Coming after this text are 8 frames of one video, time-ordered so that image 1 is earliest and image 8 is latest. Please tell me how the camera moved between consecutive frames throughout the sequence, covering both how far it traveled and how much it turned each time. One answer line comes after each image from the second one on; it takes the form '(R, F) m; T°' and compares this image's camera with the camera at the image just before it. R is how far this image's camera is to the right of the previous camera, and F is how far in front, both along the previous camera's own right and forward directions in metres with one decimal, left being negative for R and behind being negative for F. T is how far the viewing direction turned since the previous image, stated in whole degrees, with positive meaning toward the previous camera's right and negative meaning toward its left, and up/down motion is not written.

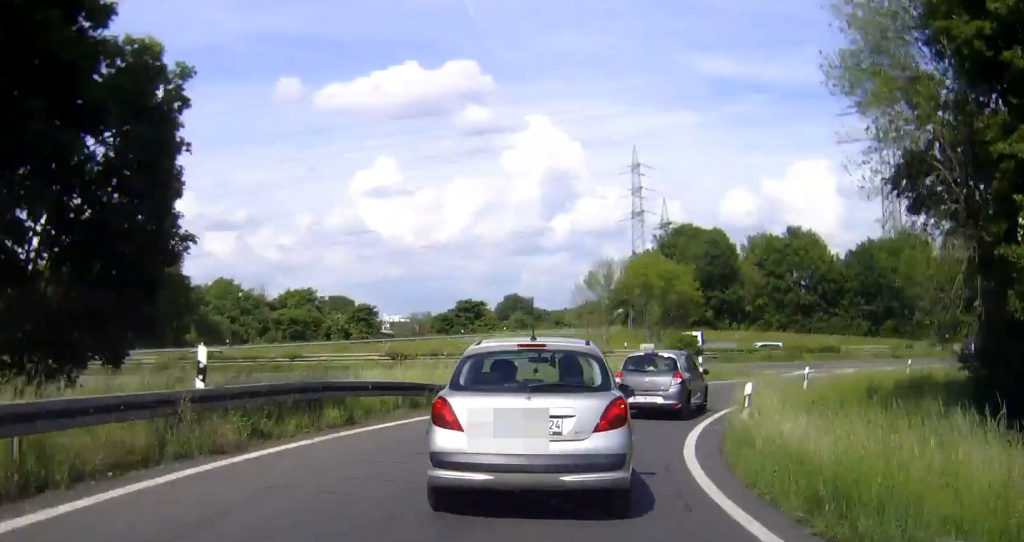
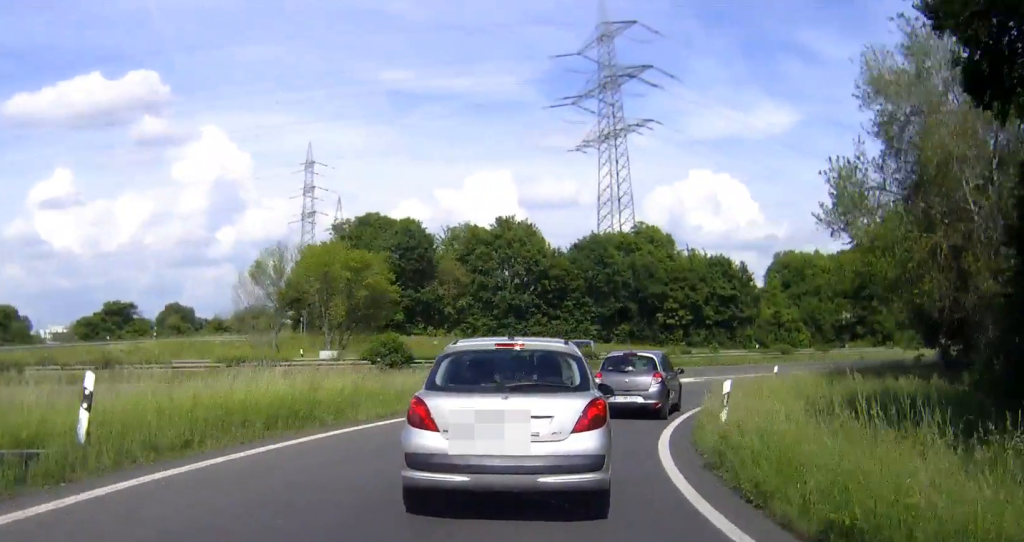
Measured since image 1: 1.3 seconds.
(+2.3, +14.8) m; +21°
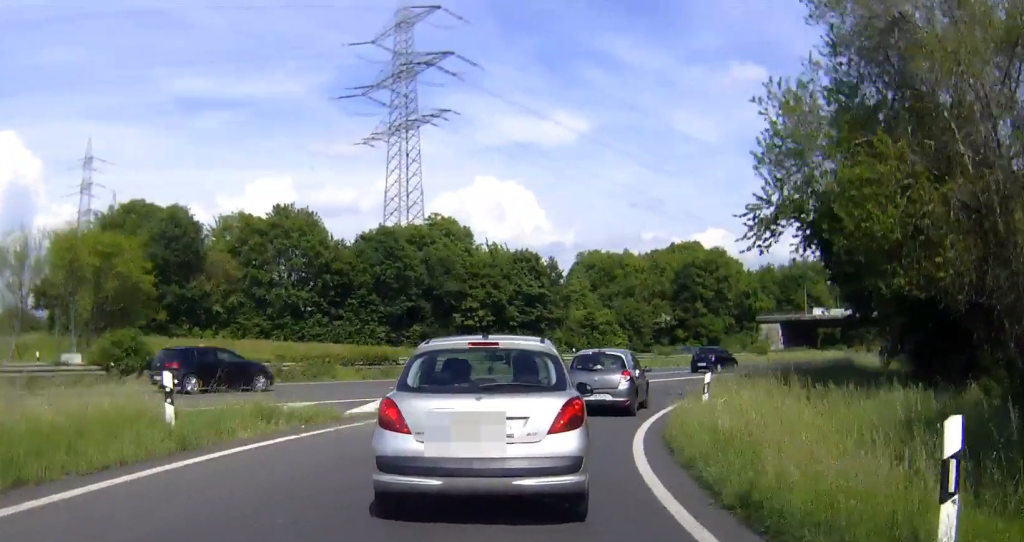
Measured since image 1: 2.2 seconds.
(+1.6, +10.6) m; +13°
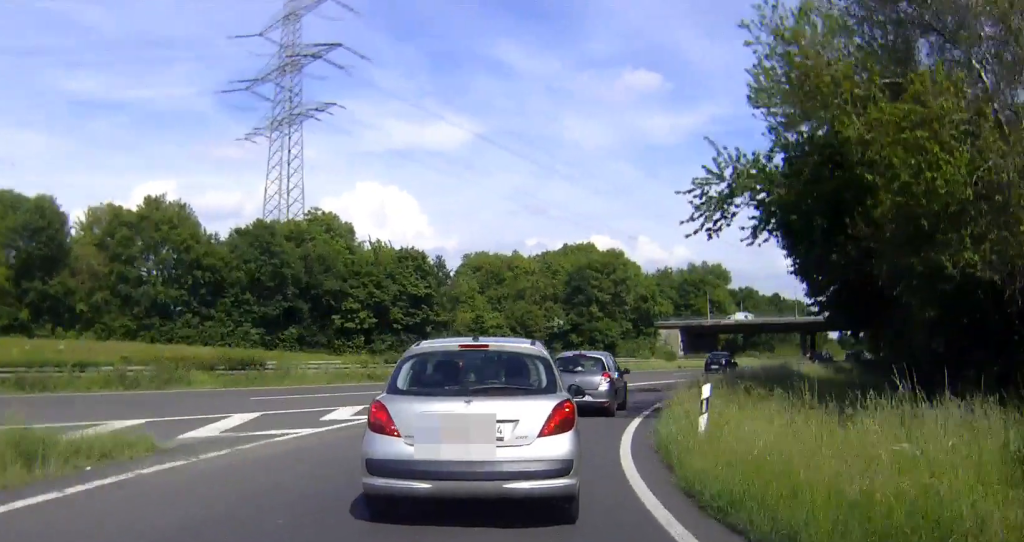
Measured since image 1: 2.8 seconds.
(+0.6, +6.7) m; +8°
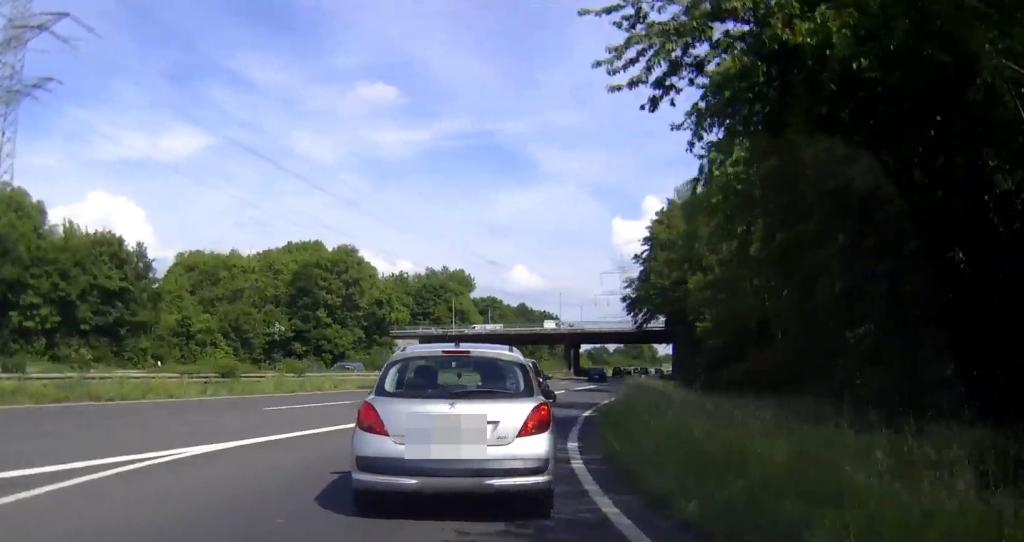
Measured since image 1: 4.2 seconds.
(+2.7, +17.1) m; +18°
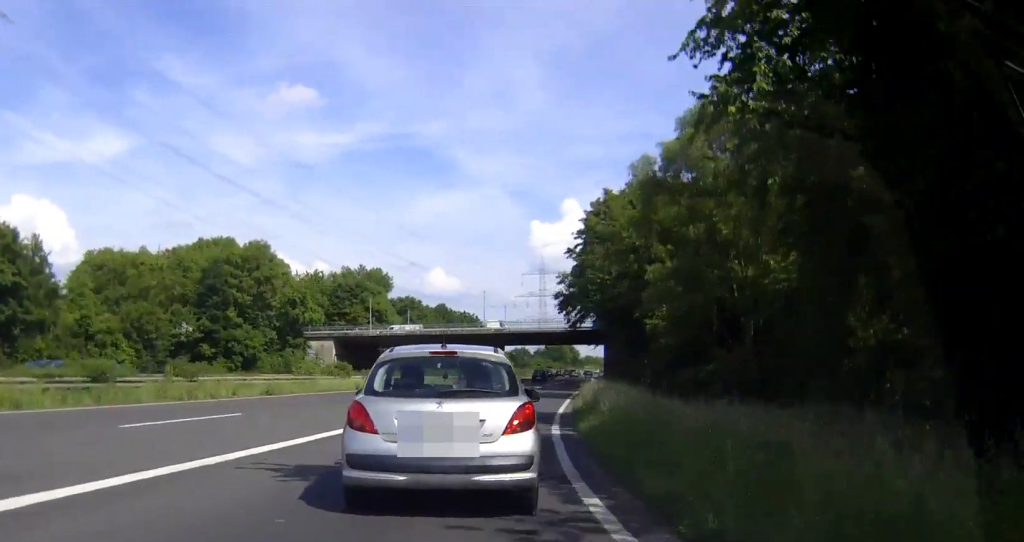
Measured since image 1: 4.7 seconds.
(+0.4, +6.4) m; +4°
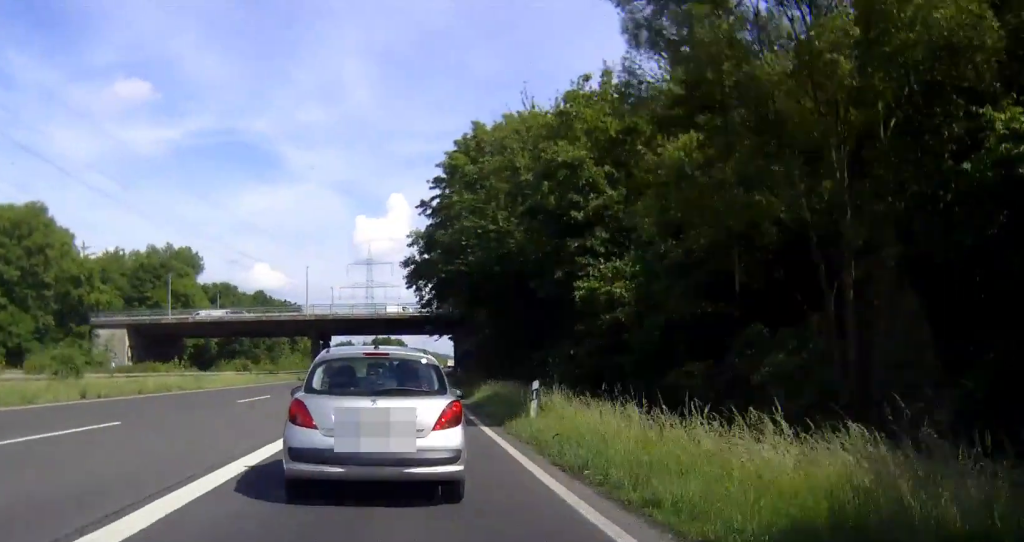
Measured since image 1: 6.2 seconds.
(+2.1, +22.3) m; +9°
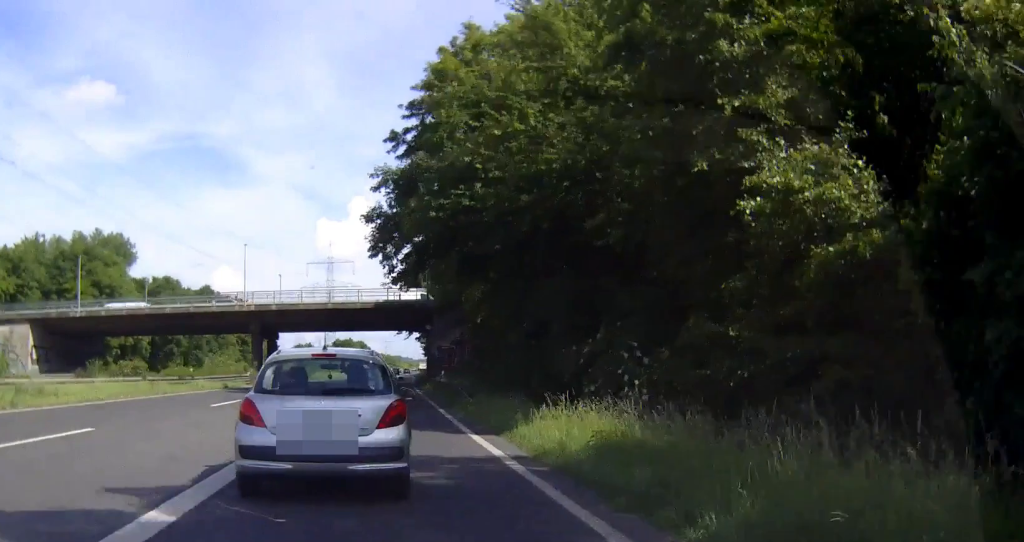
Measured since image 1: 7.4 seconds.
(+0.6, +19.7) m; +2°
